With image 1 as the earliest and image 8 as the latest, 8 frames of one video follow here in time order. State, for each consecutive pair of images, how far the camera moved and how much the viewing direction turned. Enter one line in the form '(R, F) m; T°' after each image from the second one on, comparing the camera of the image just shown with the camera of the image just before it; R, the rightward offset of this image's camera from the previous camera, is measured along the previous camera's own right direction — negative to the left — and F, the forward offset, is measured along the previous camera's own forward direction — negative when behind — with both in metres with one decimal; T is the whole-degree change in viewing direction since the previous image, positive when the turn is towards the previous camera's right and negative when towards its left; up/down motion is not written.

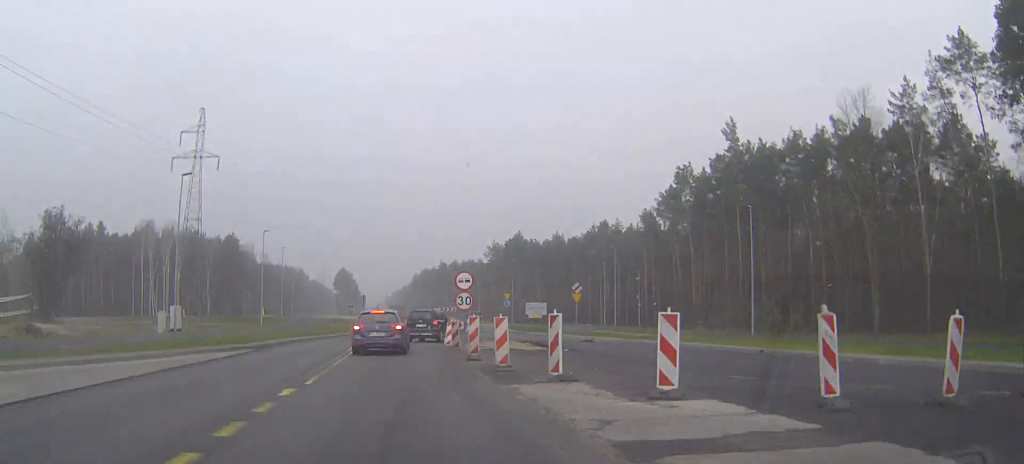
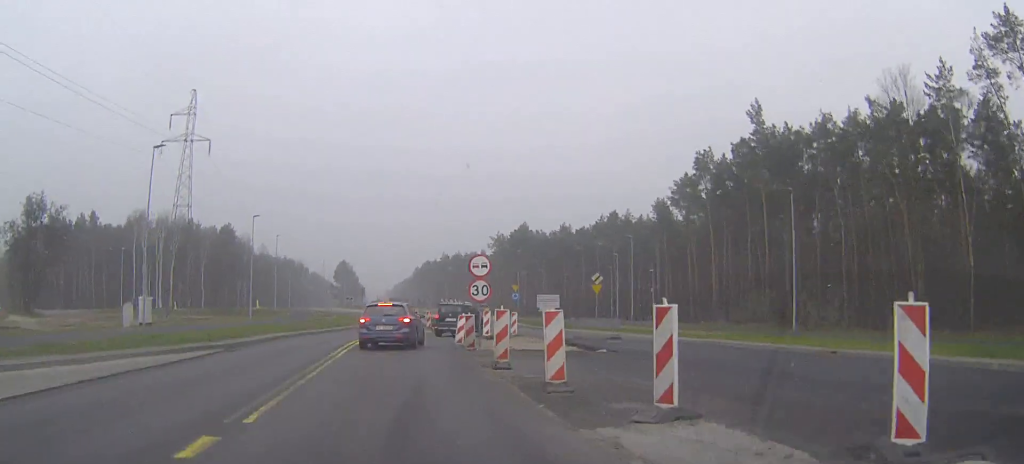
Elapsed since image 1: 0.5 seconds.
(0.0, +5.1) m; 0°
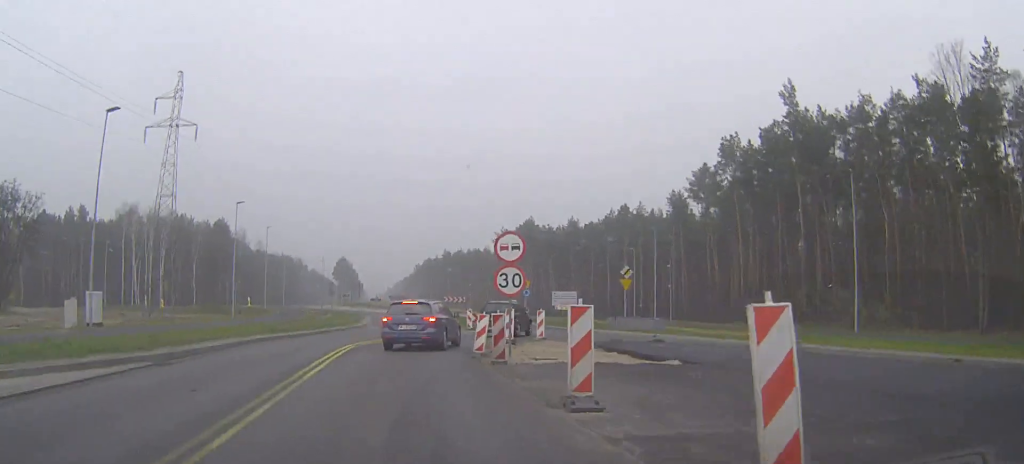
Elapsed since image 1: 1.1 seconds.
(0.0, +6.7) m; 0°
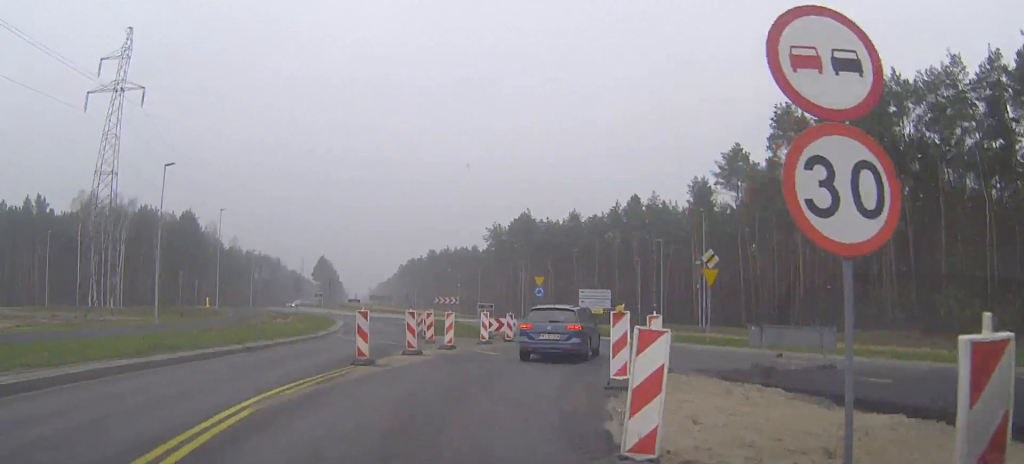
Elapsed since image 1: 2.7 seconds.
(+0.1, +15.0) m; +2°
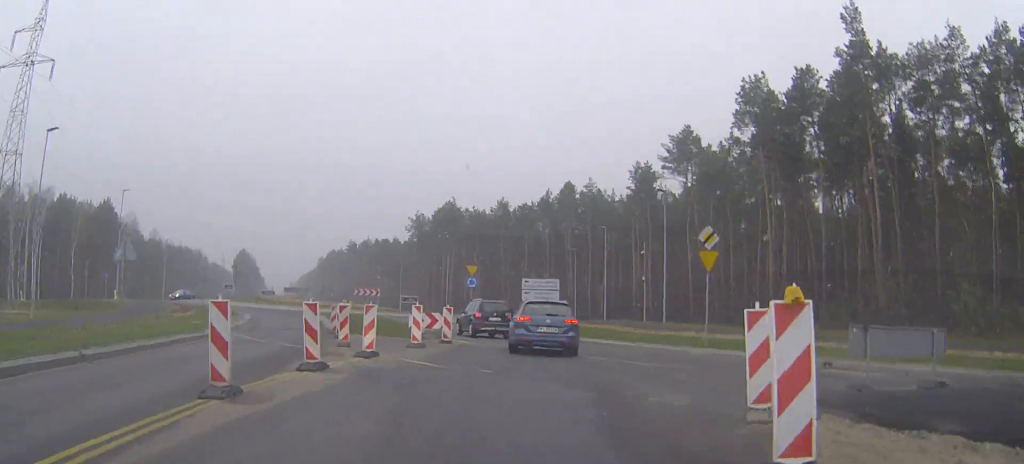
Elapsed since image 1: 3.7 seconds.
(+0.2, +7.6) m; +5°
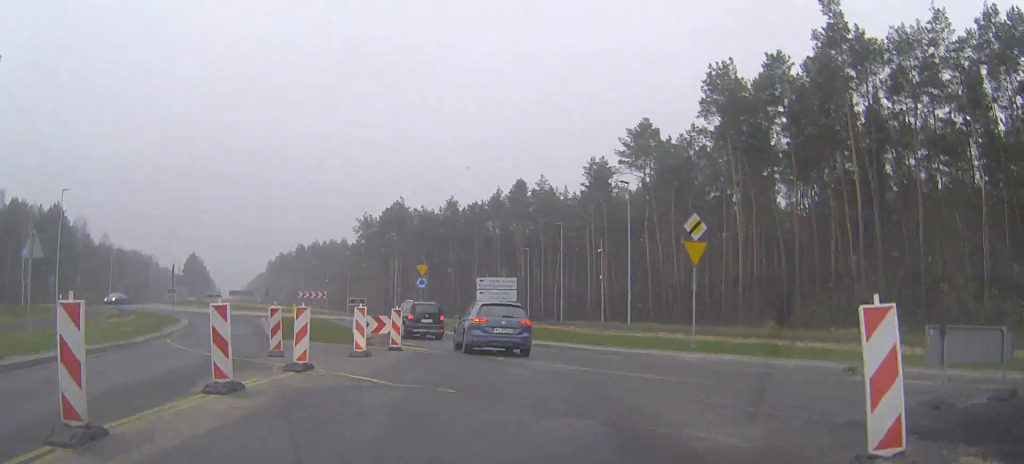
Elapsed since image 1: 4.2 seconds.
(0.0, +3.6) m; +3°
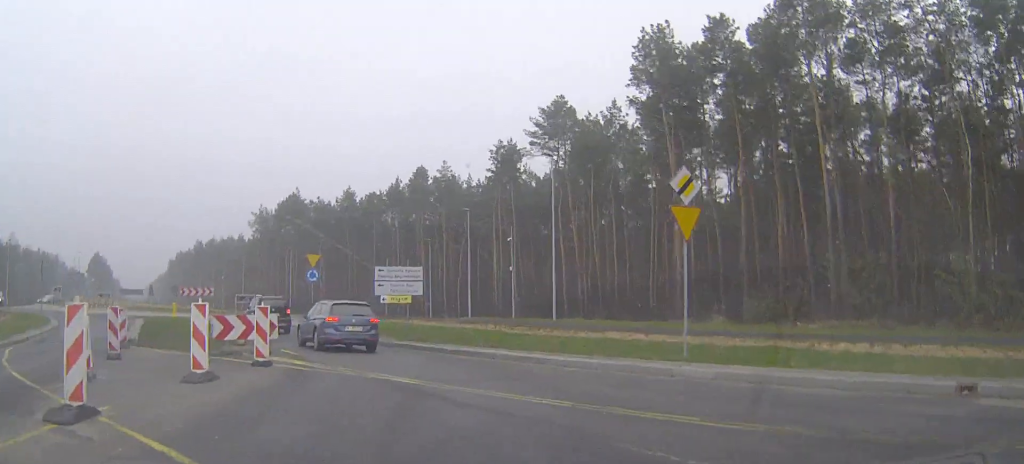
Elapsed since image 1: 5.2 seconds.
(+0.5, +6.7) m; +7°
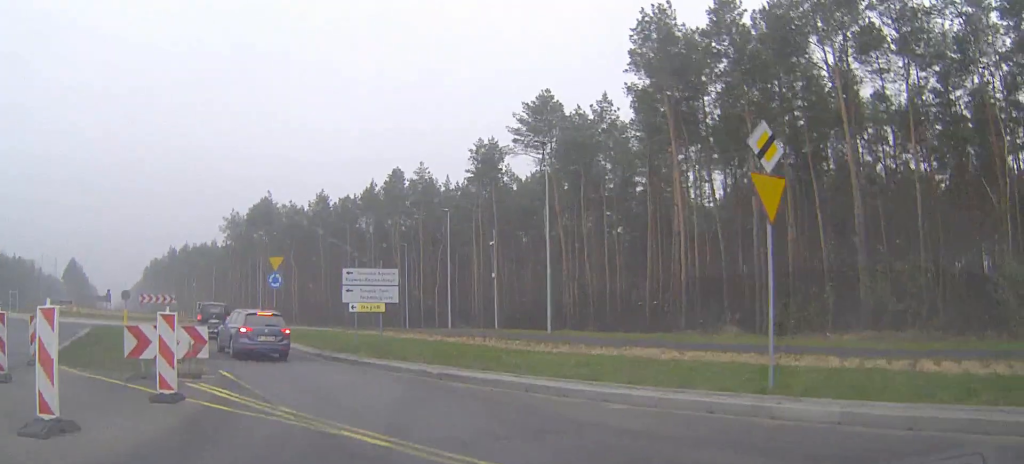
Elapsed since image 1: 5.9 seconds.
(+0.2, +4.6) m; +1°
